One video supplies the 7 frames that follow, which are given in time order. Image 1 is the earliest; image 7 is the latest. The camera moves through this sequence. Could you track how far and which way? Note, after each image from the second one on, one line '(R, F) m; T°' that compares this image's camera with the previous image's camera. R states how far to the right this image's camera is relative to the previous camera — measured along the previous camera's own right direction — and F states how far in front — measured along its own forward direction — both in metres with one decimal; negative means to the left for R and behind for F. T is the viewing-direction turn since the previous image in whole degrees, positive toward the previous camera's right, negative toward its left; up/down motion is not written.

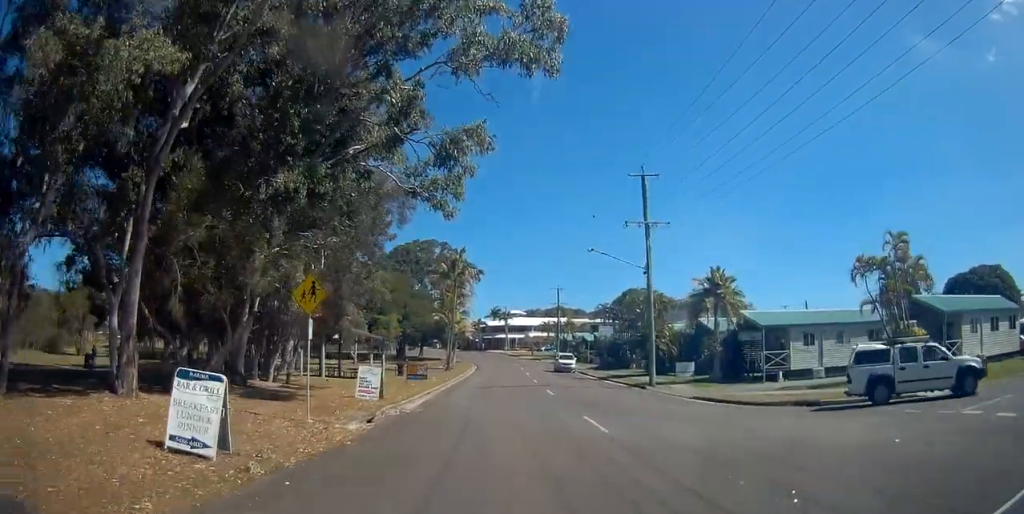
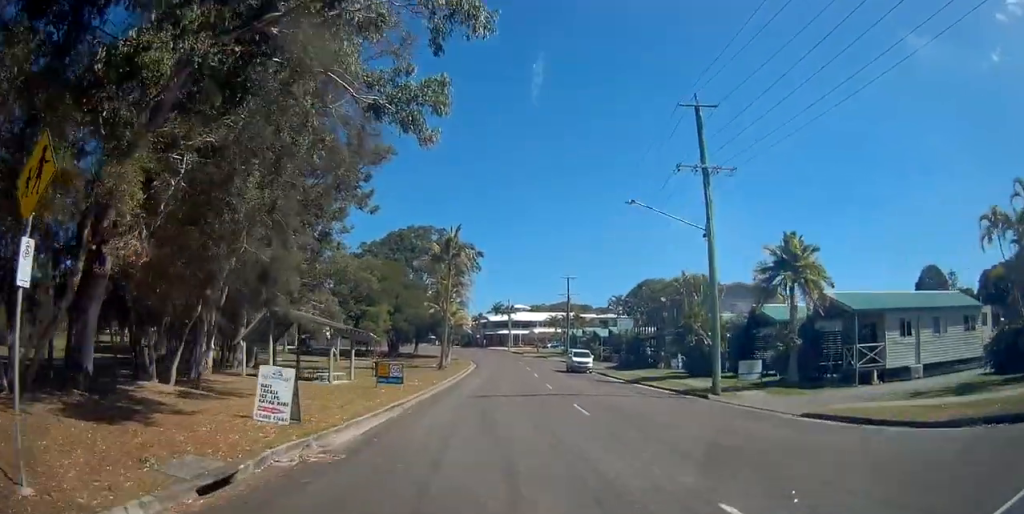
(-0.2, +9.4) m; -1°
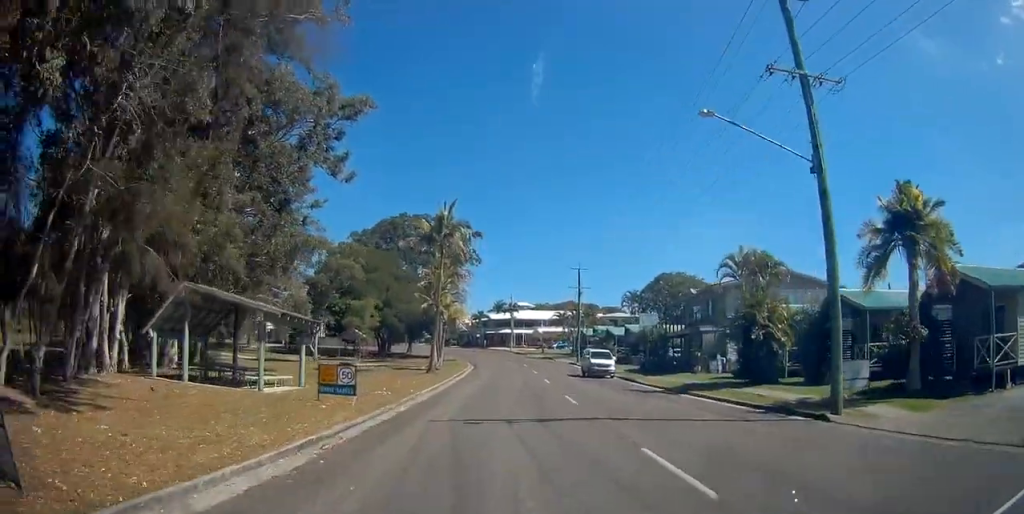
(0.0, +8.7) m; +1°
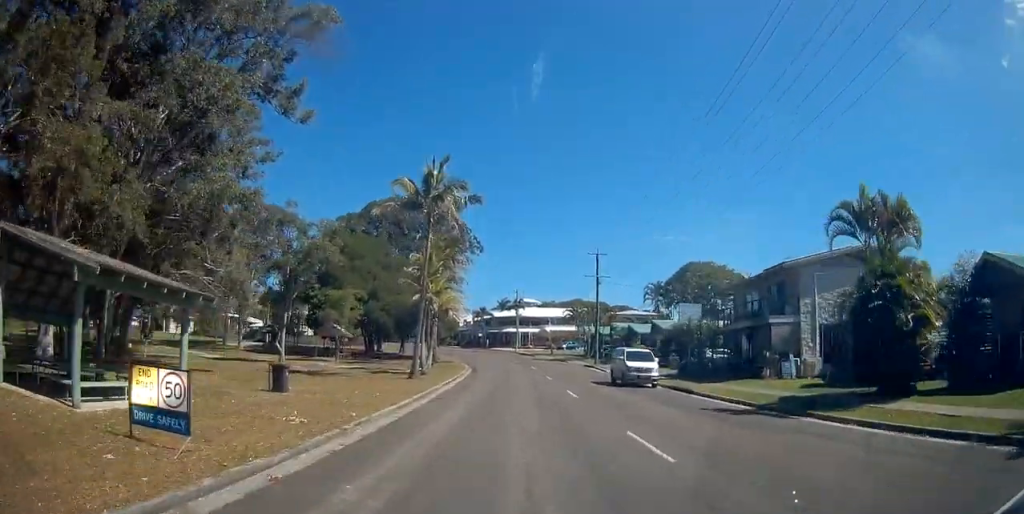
(+0.1, +10.2) m; +2°
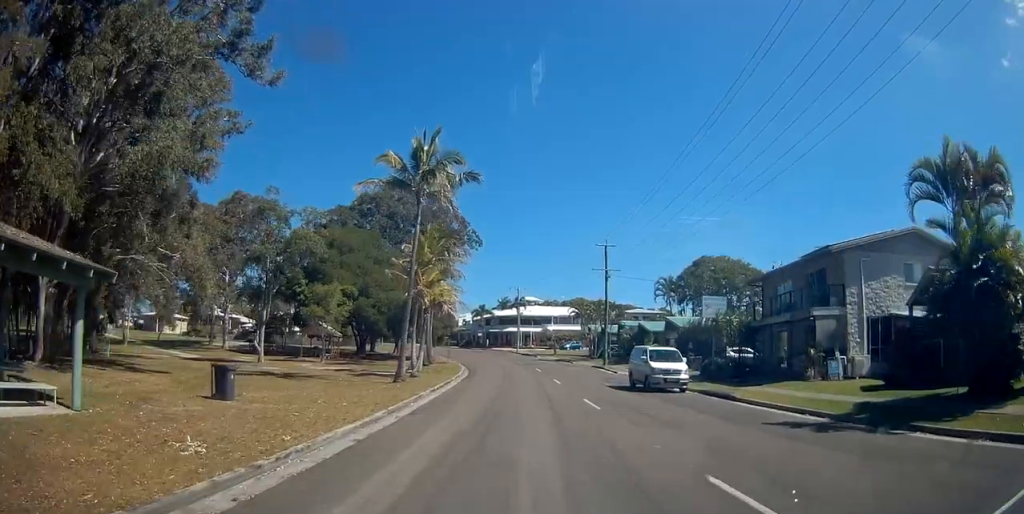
(+0.2, +4.7) m; 0°
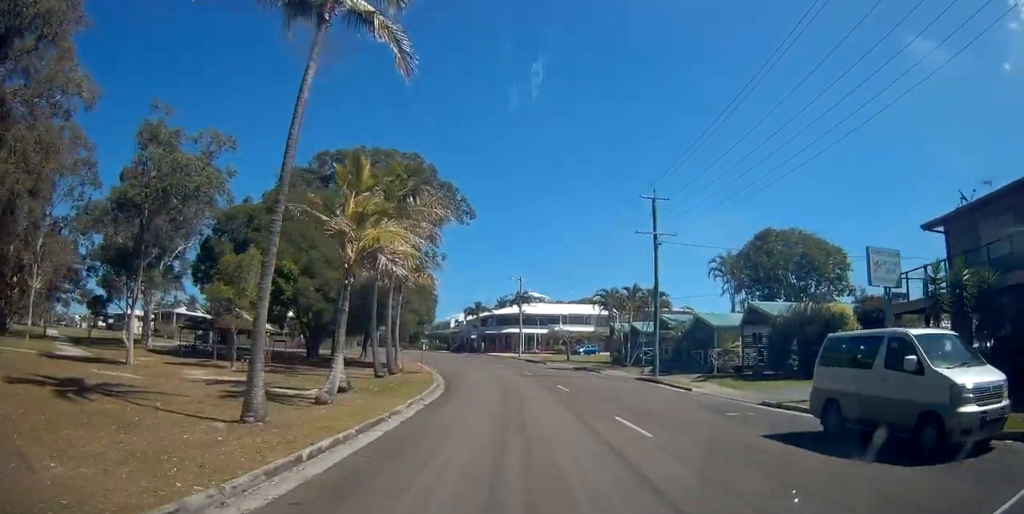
(0.0, +17.3) m; +2°
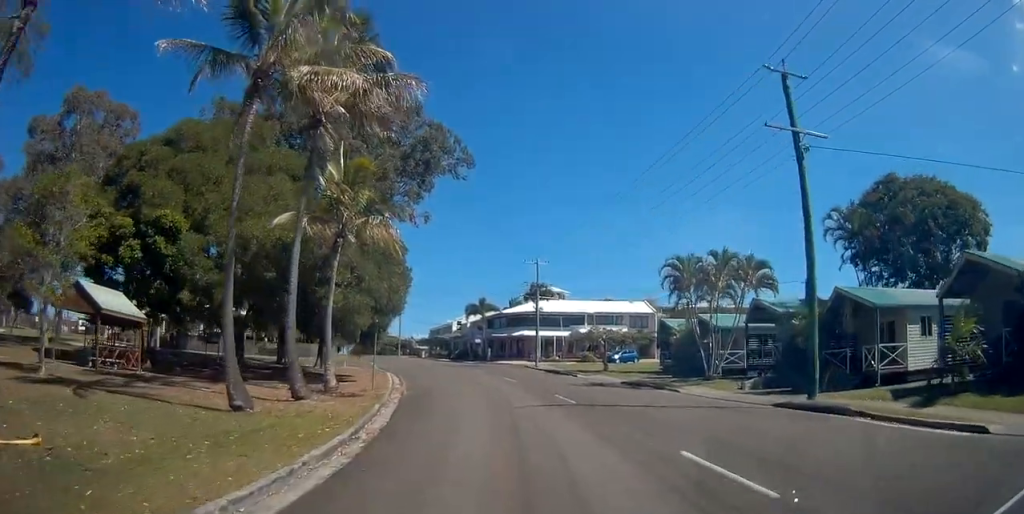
(+0.4, +17.0) m; -2°
